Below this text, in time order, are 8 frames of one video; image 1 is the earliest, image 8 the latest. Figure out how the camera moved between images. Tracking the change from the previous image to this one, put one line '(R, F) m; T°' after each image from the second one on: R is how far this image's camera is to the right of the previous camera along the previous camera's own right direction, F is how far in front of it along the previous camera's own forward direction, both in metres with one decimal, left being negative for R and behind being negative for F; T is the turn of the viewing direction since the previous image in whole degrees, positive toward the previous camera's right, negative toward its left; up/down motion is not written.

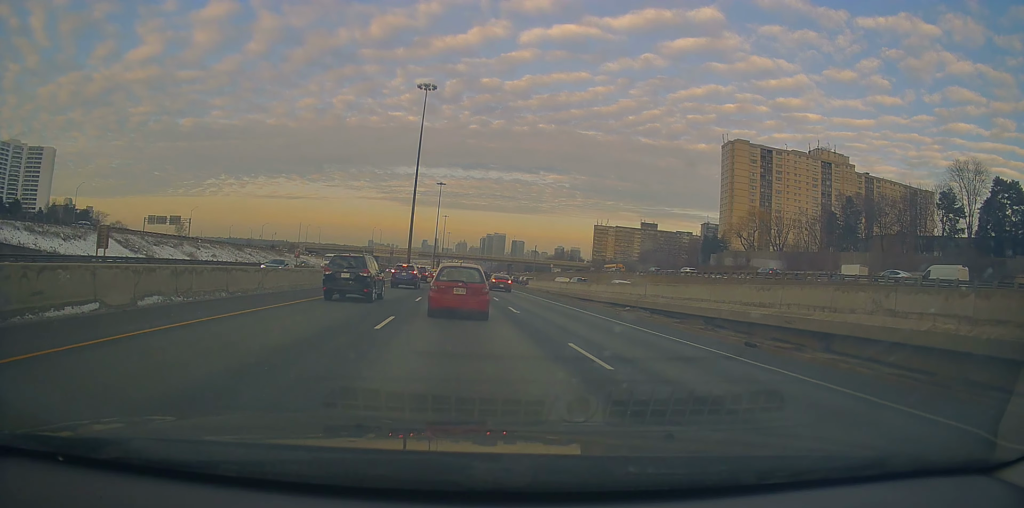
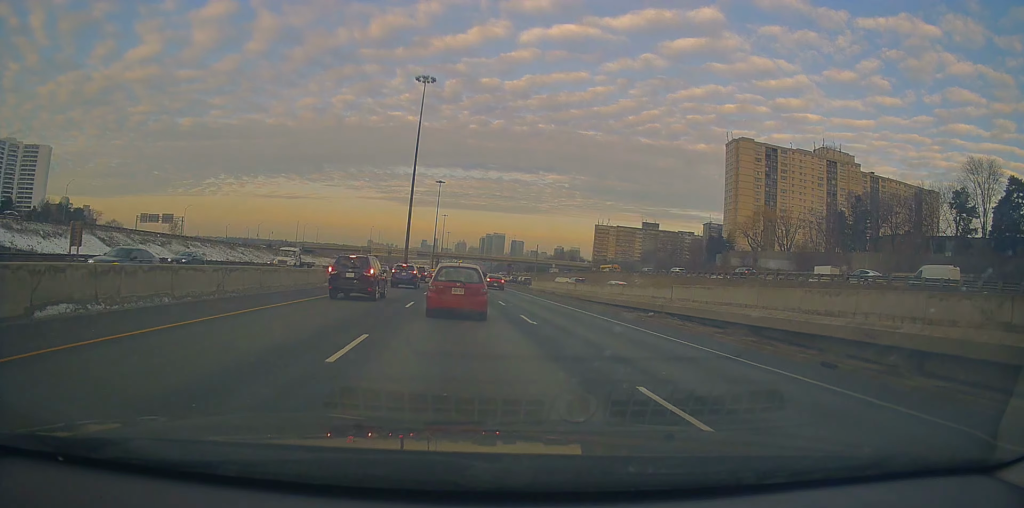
(-0.3, +4.1) m; 0°
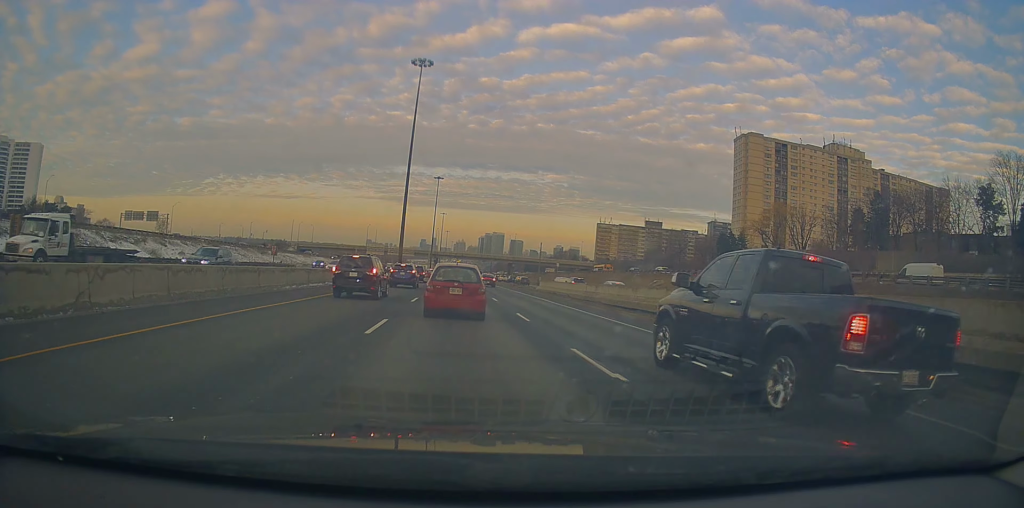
(+0.4, +8.0) m; -1°
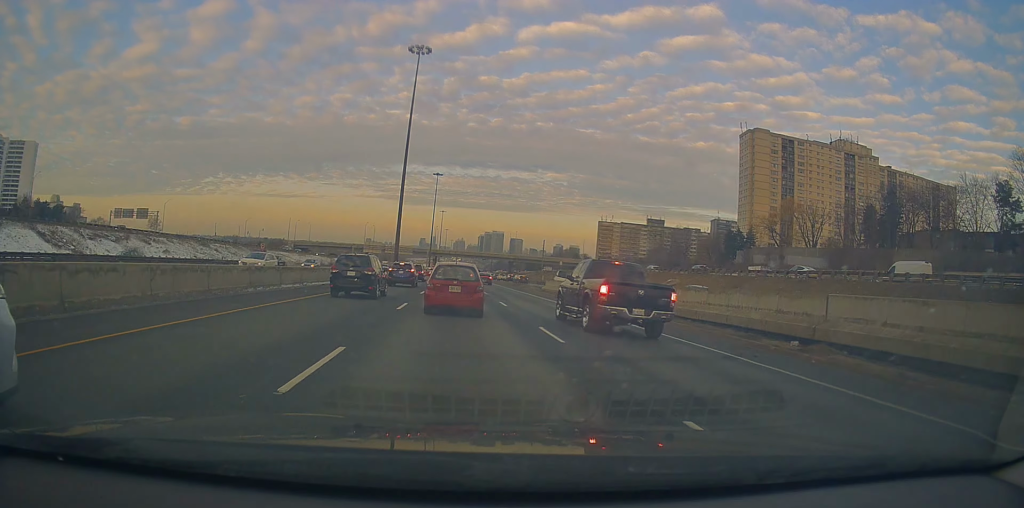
(-0.4, +5.2) m; -3°
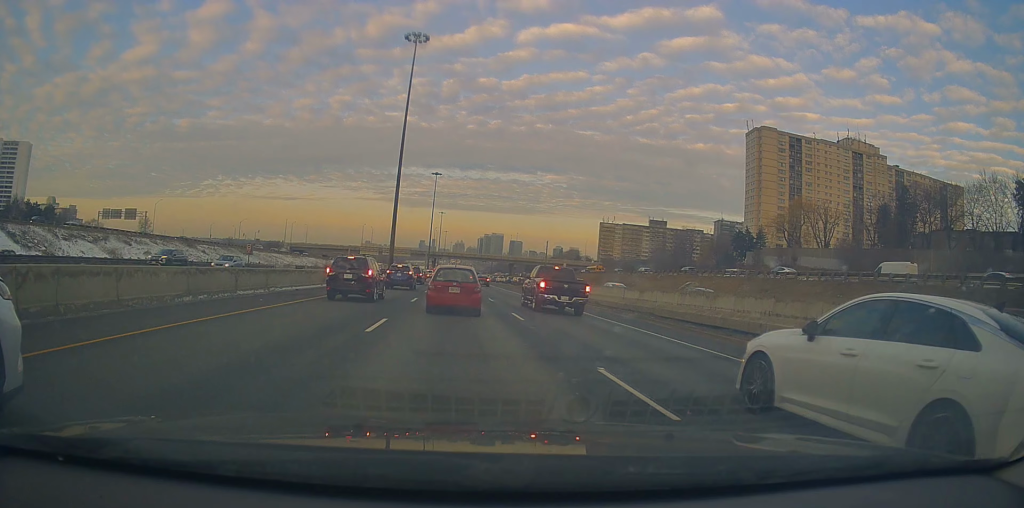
(0.0, +5.8) m; +3°
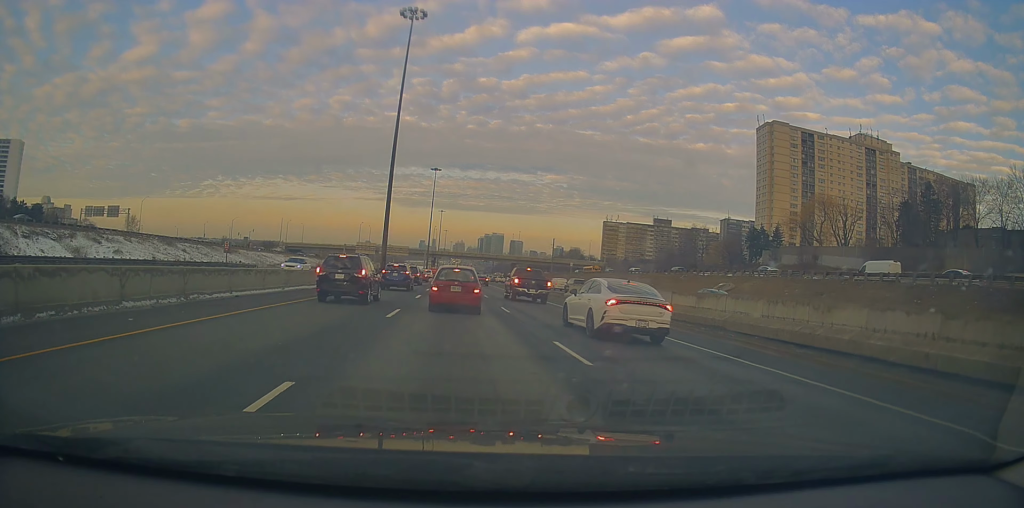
(+0.5, +7.9) m; +5°
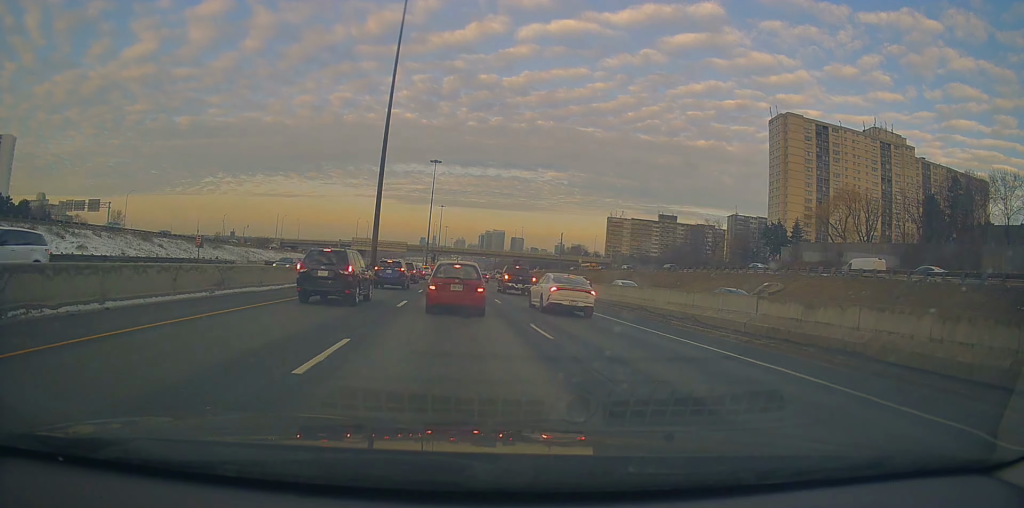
(+0.1, +8.3) m; -3°
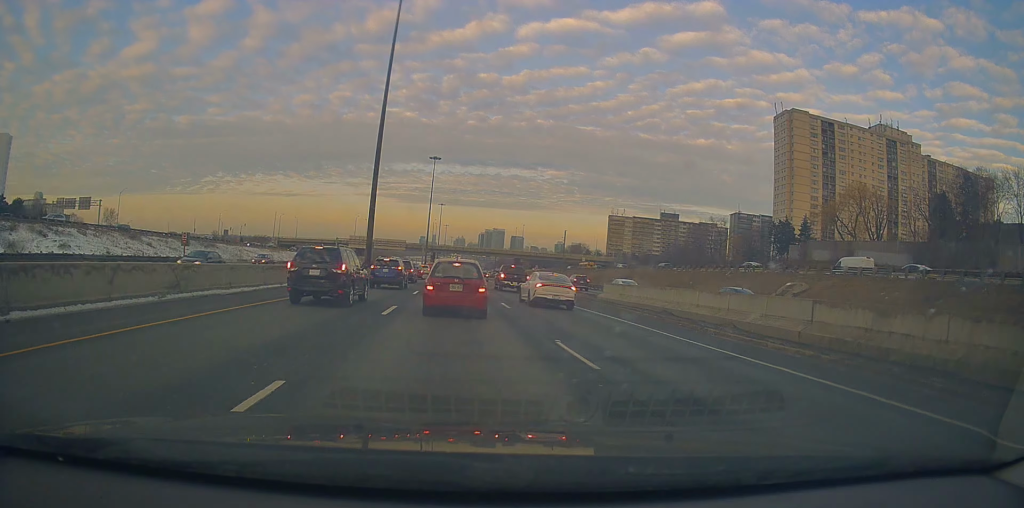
(-0.2, +3.7) m; -1°
